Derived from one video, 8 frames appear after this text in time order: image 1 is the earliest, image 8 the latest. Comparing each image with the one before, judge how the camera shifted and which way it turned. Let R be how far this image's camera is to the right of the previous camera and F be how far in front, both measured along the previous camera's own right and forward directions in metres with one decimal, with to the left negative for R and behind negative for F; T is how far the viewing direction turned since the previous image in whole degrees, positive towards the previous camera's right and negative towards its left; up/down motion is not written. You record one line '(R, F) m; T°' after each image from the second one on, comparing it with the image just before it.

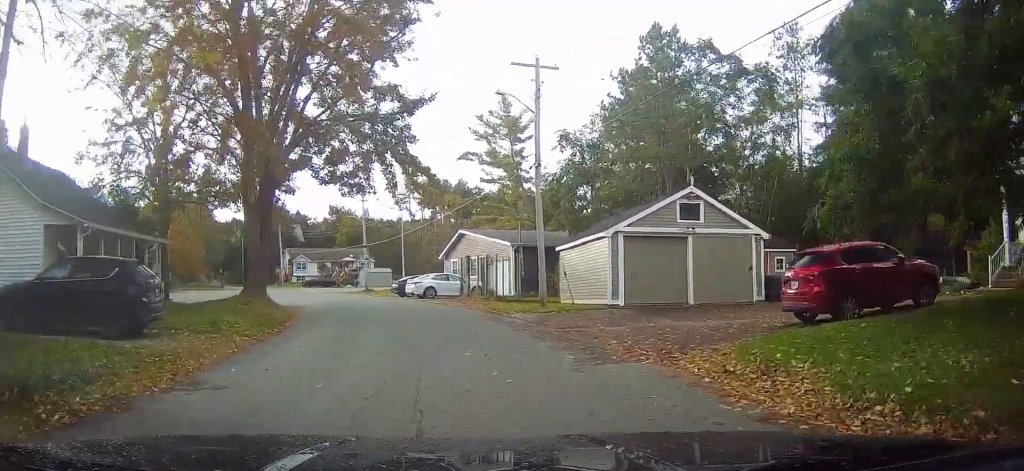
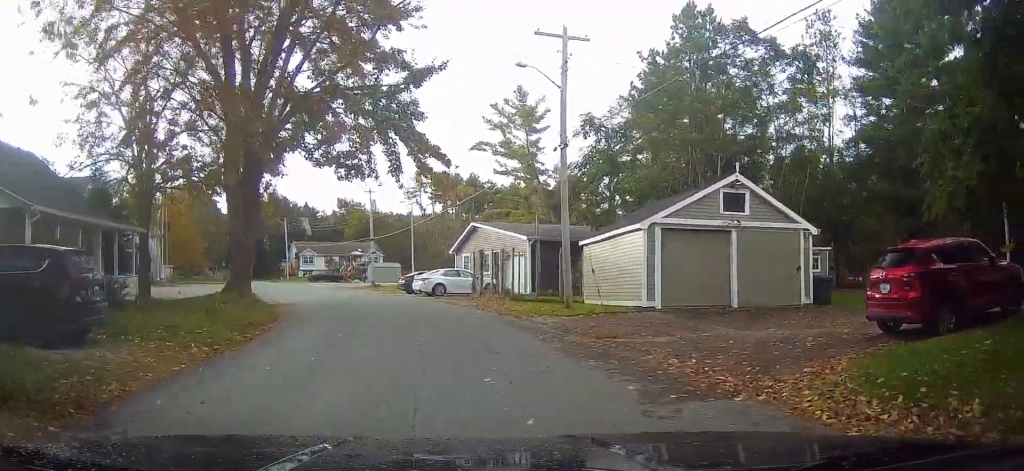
(-0.1, +2.8) m; -1°
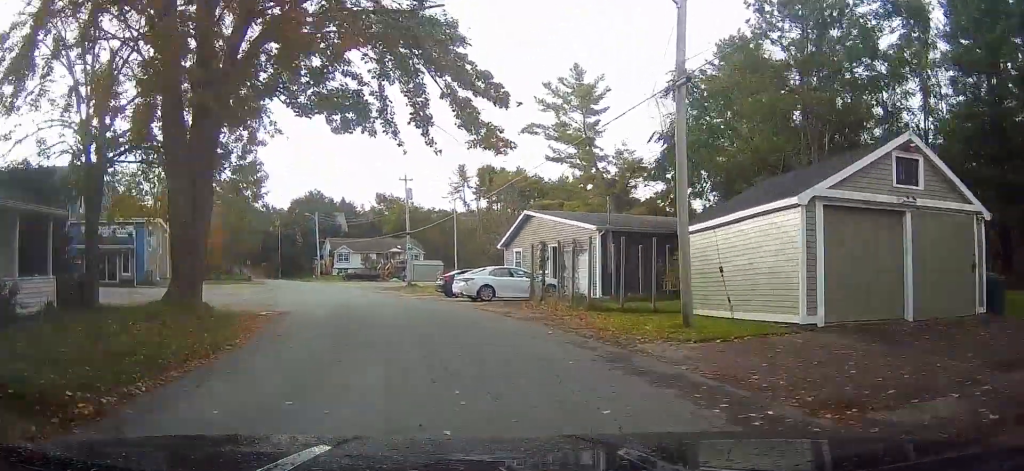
(-0.1, +6.9) m; -3°
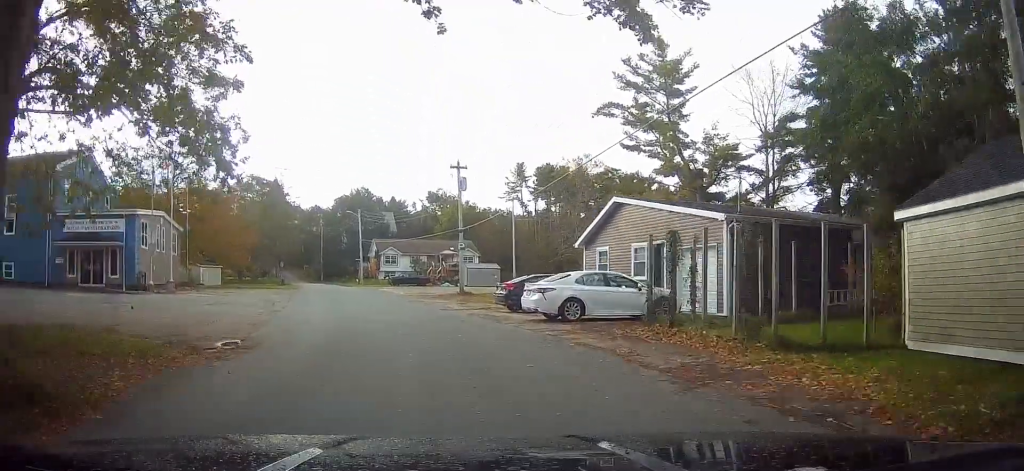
(-0.3, +8.3) m; -4°
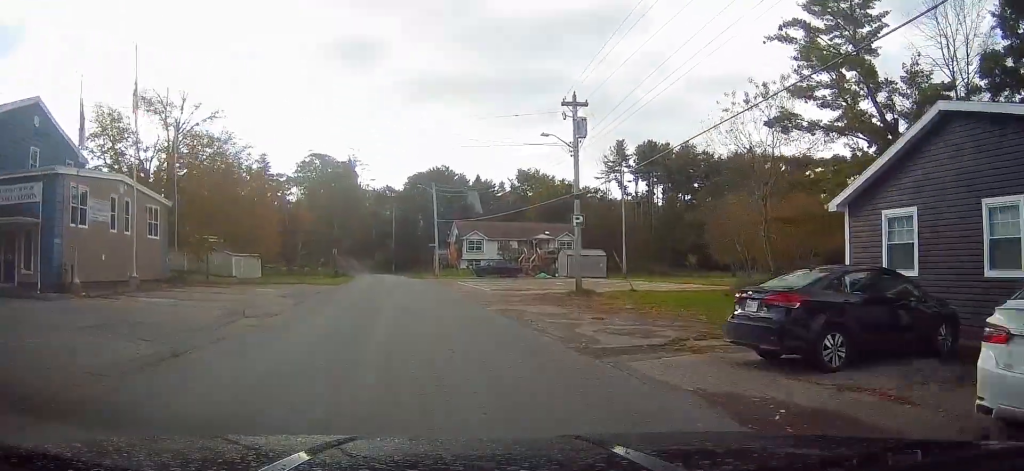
(-1.1, +15.2) m; -8°
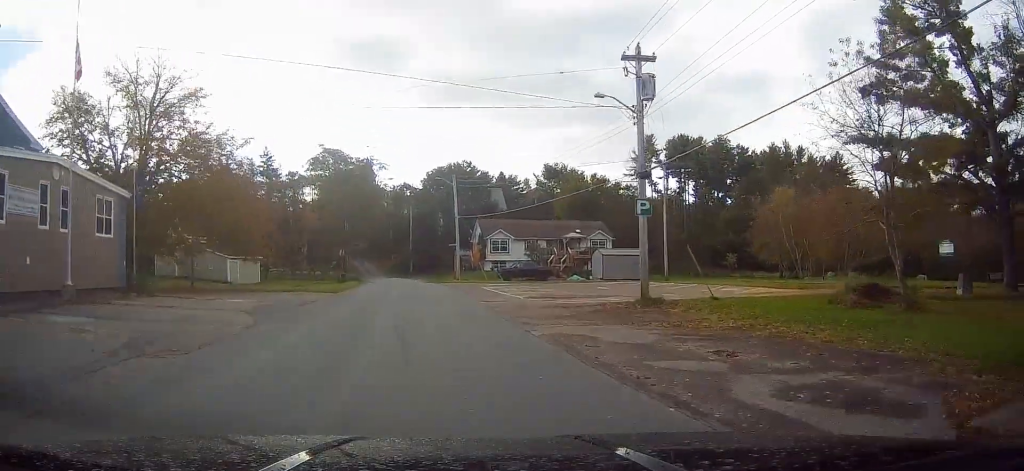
(-0.2, +7.2) m; -2°
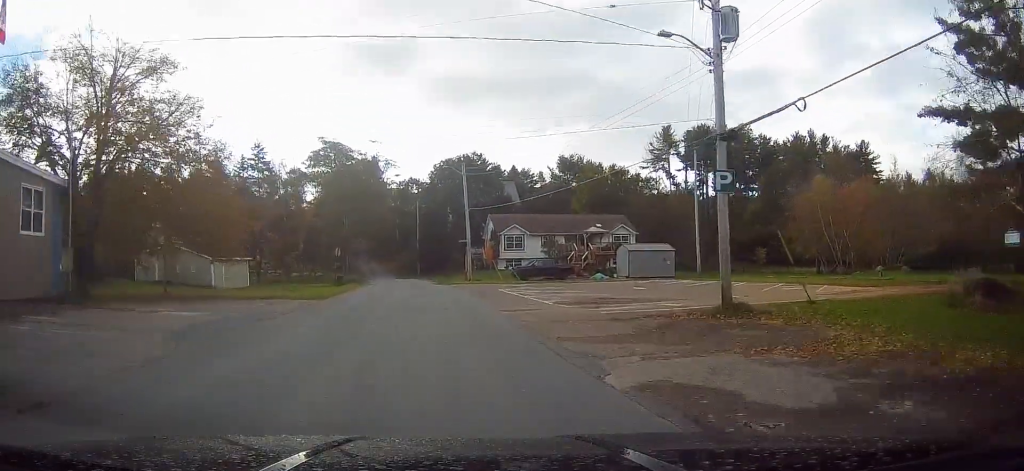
(0.0, +6.4) m; 0°
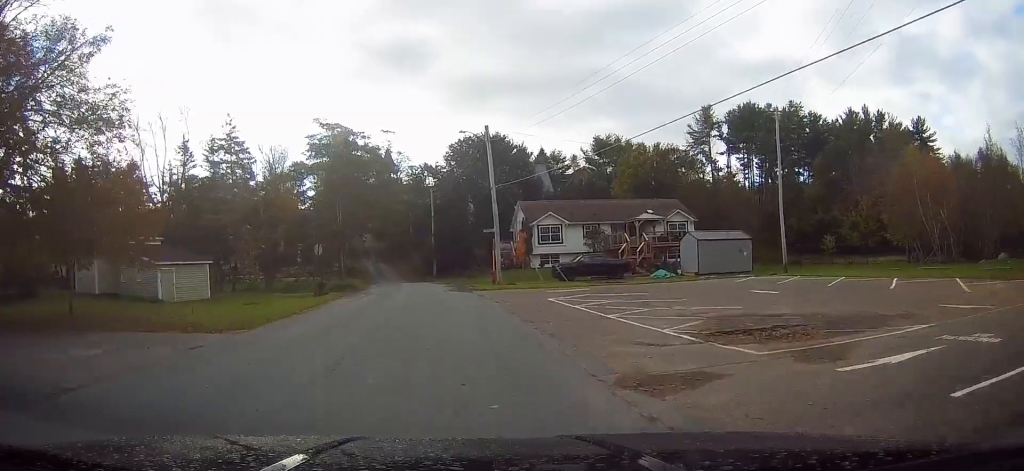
(-0.4, +13.5) m; -4°
